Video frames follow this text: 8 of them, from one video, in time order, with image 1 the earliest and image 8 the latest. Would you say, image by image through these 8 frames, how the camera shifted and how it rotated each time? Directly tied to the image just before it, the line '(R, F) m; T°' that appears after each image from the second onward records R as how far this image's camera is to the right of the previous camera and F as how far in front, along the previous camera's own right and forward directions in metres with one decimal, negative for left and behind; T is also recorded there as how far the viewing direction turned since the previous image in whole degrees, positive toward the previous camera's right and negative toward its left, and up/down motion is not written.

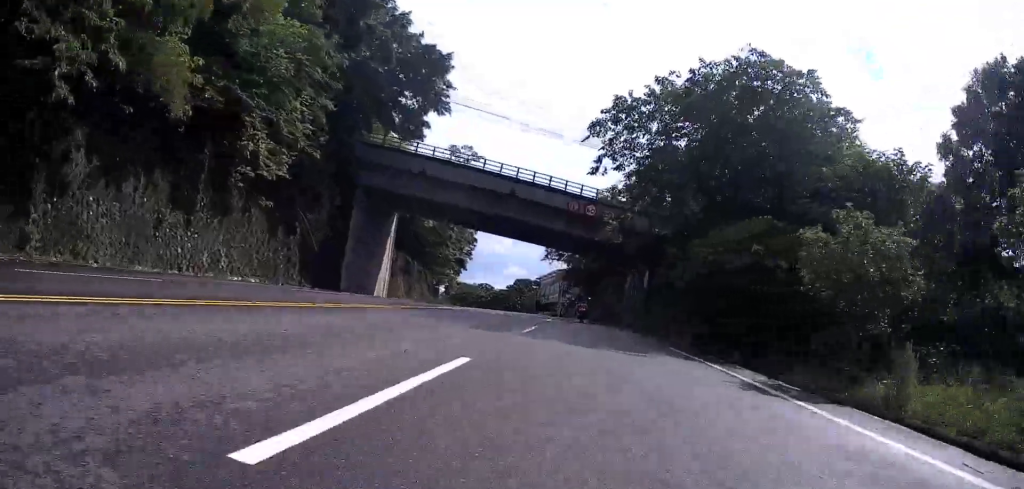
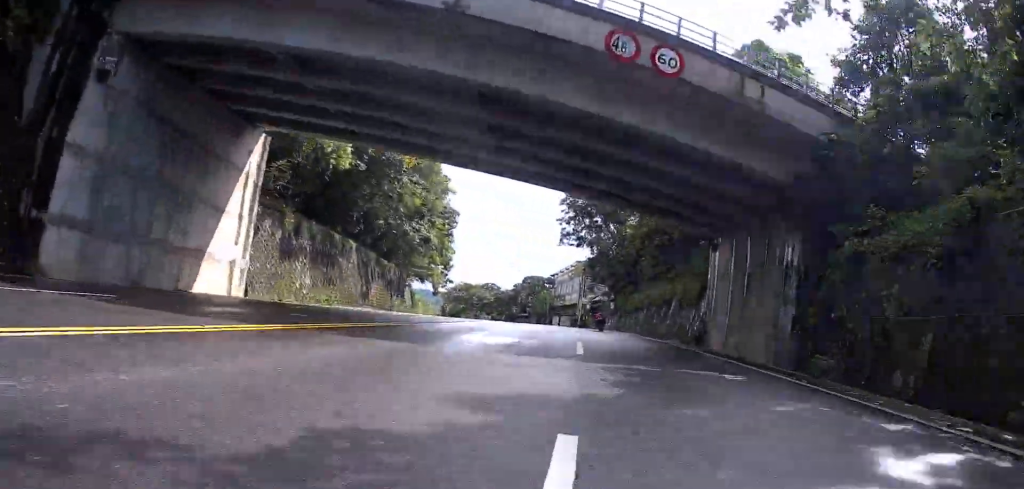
(-0.4, +22.1) m; -1°
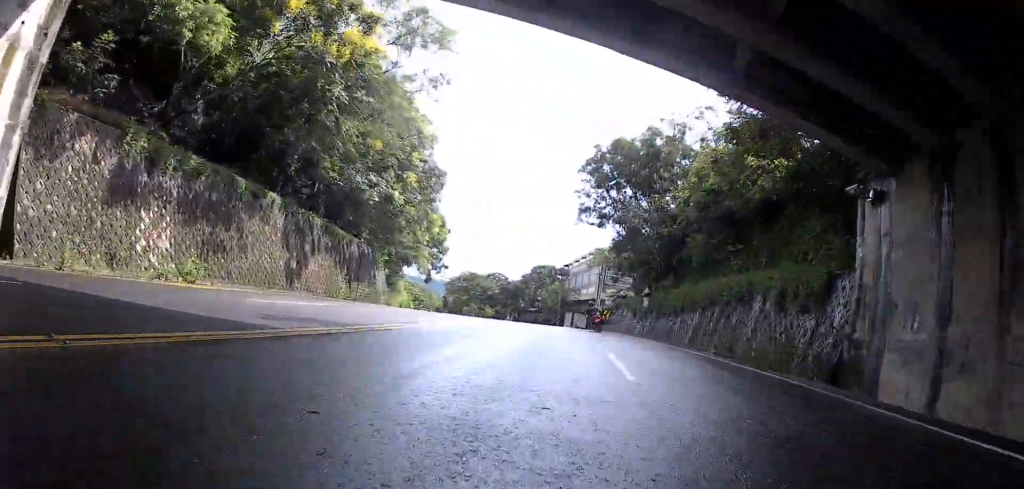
(0.0, +12.2) m; 0°
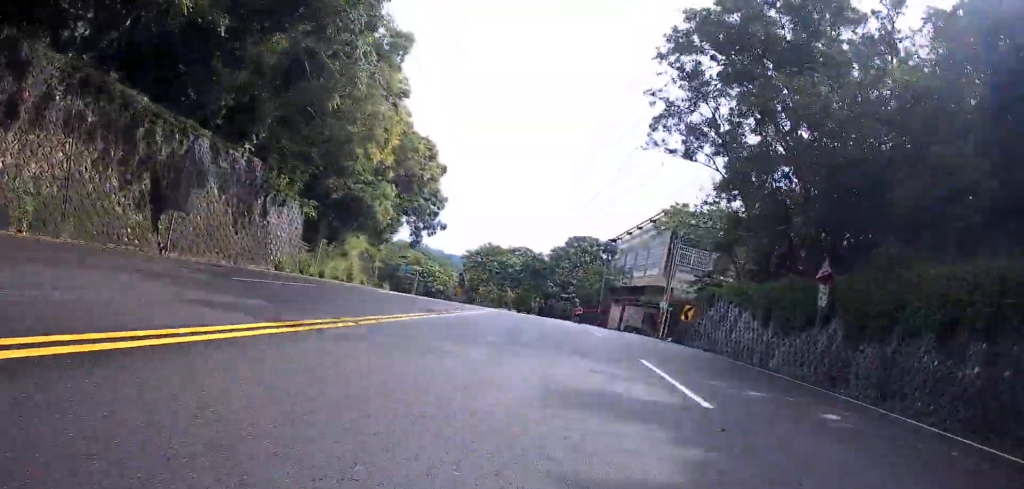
(0.0, +21.2) m; -4°
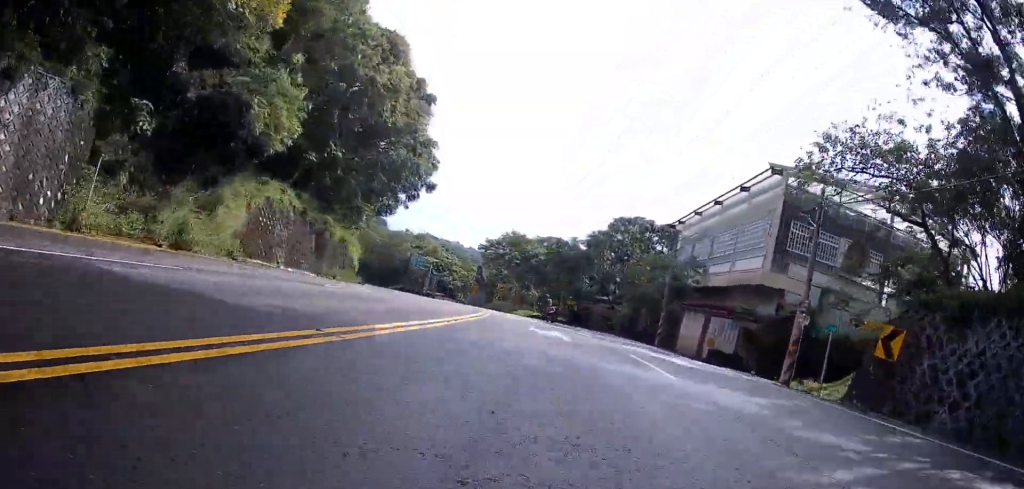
(-0.4, +16.4) m; -6°
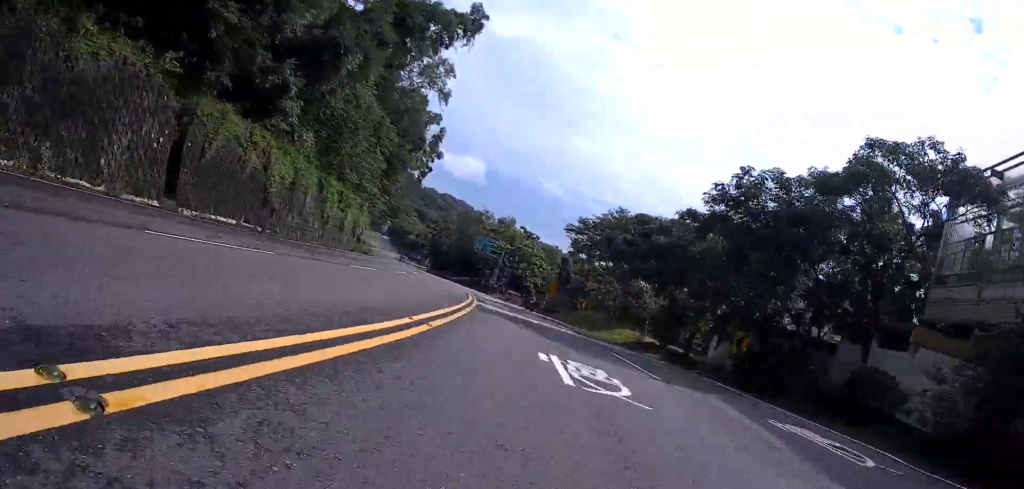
(-3.9, +27.7) m; -12°
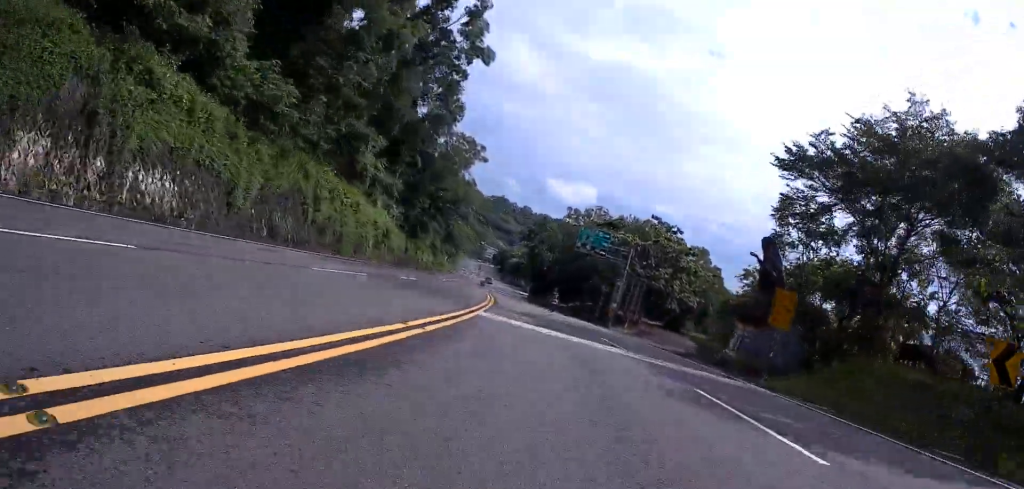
(-1.7, +35.9) m; -4°
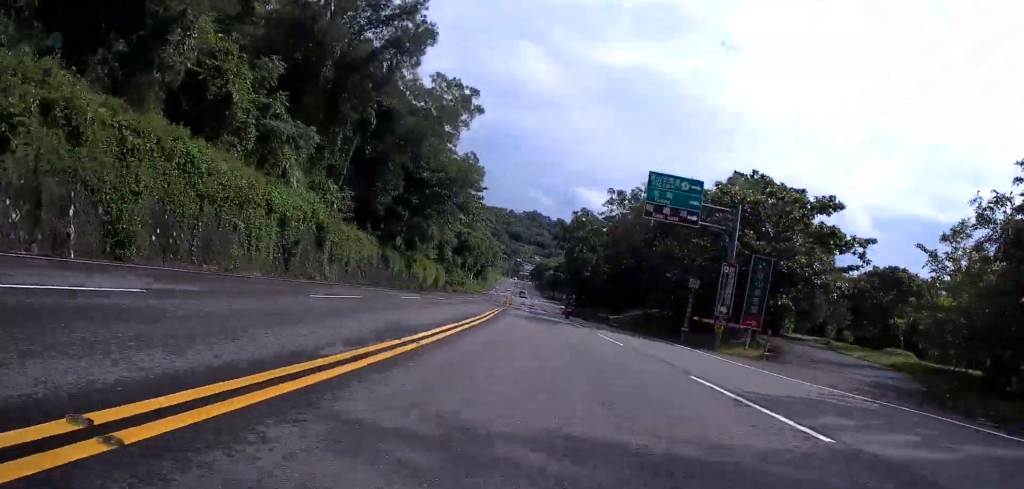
(0.0, +20.2) m; -4°
